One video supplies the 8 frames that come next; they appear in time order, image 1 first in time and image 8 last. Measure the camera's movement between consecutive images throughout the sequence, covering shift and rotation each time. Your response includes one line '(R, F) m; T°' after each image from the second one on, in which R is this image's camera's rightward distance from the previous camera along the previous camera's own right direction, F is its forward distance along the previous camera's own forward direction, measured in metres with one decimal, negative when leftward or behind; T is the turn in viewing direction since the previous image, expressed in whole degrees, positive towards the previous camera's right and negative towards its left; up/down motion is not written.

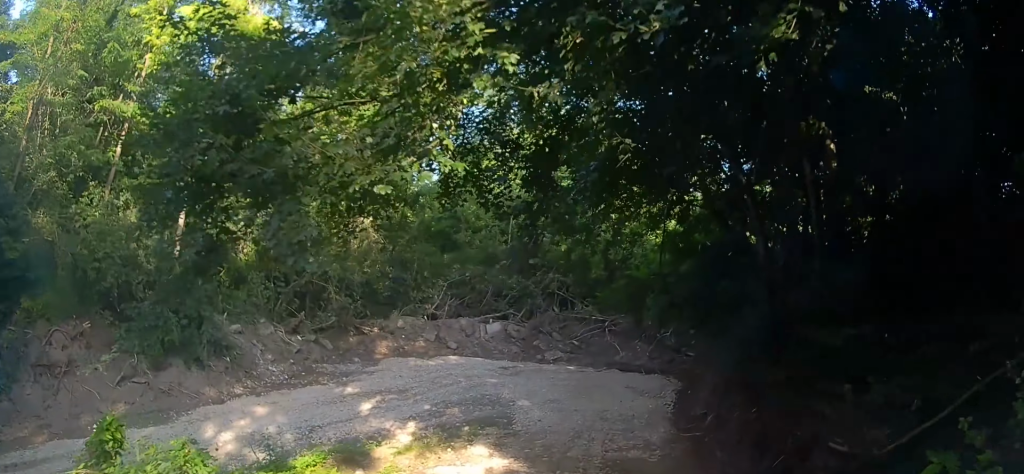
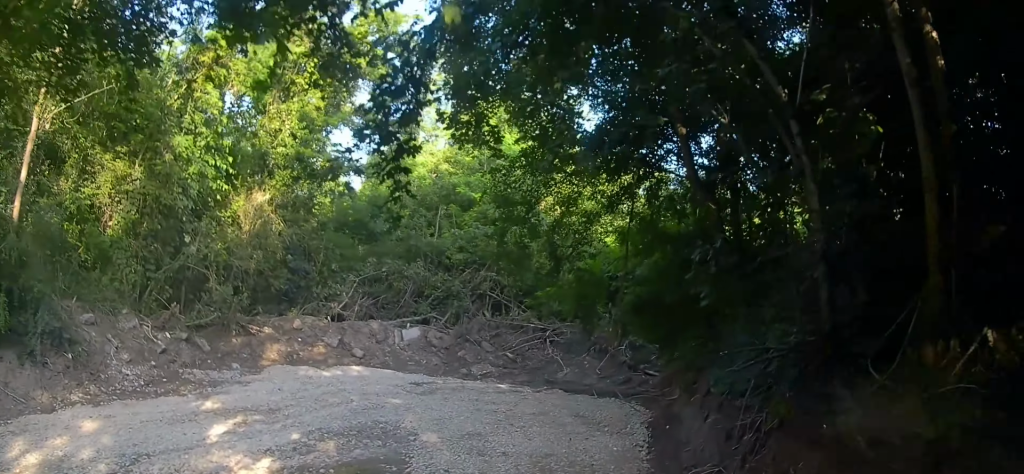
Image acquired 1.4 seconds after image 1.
(+0.2, +2.8) m; +3°
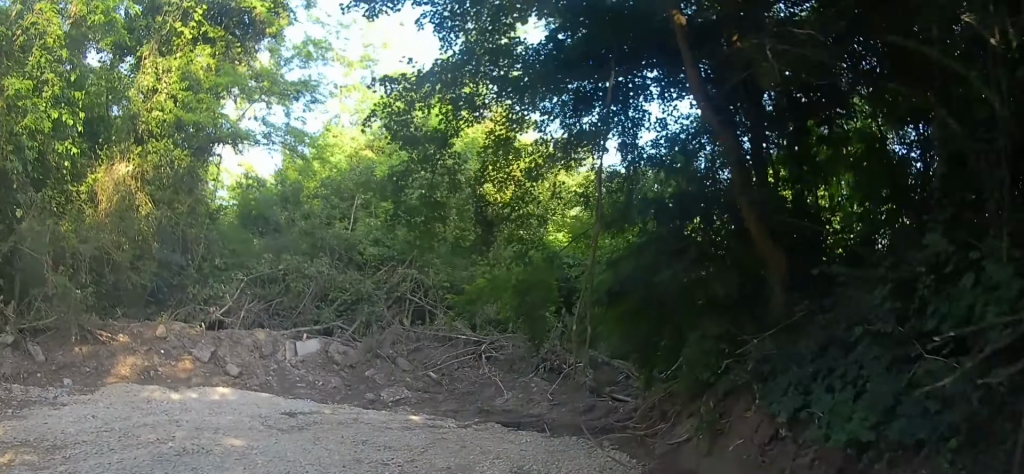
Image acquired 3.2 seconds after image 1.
(0.0, +3.2) m; -14°
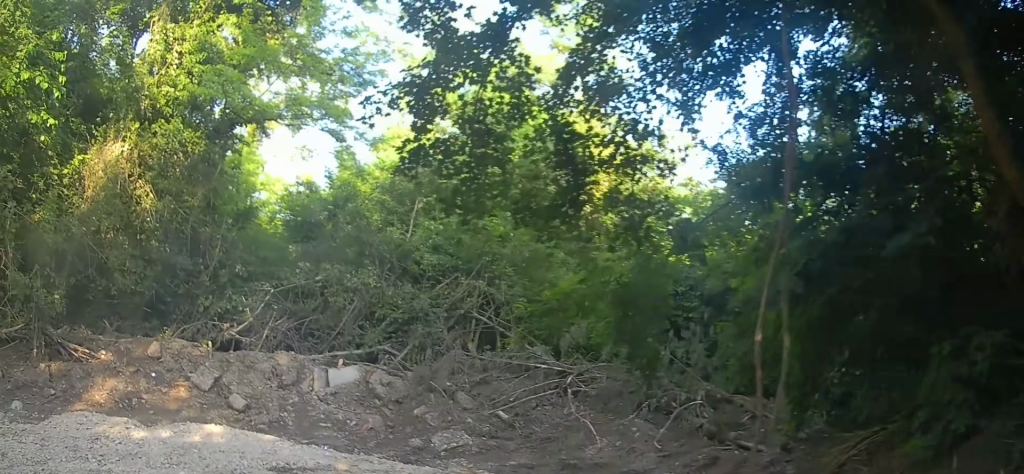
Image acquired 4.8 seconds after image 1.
(-0.1, +2.4) m; -21°
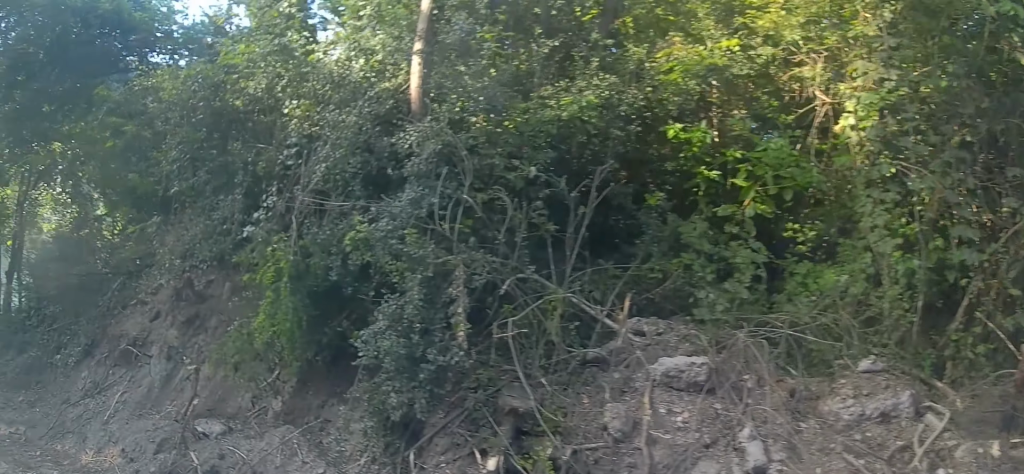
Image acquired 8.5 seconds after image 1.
(-3.0, +4.8) m; -67°
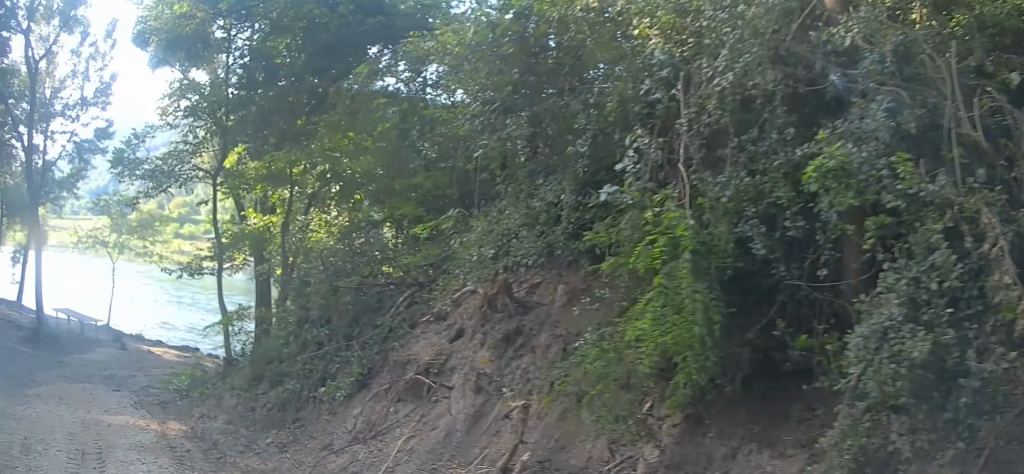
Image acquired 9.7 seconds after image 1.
(-0.6, +1.5) m; -24°
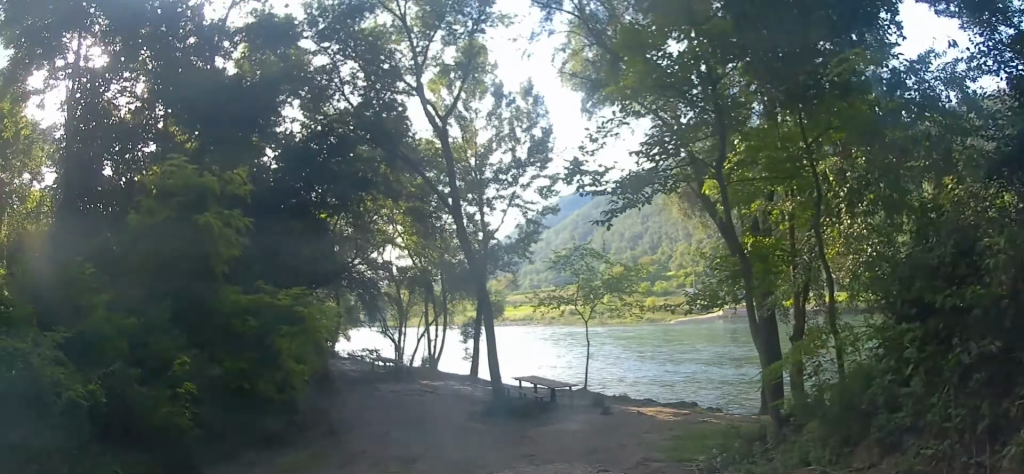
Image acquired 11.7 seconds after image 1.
(-1.5, +2.9) m; -32°
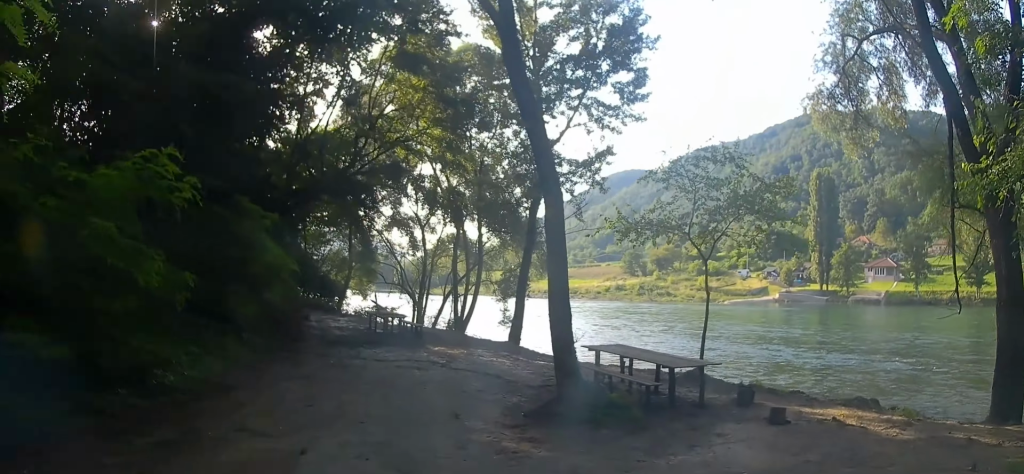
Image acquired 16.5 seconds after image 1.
(-0.8, +9.6) m; -7°
